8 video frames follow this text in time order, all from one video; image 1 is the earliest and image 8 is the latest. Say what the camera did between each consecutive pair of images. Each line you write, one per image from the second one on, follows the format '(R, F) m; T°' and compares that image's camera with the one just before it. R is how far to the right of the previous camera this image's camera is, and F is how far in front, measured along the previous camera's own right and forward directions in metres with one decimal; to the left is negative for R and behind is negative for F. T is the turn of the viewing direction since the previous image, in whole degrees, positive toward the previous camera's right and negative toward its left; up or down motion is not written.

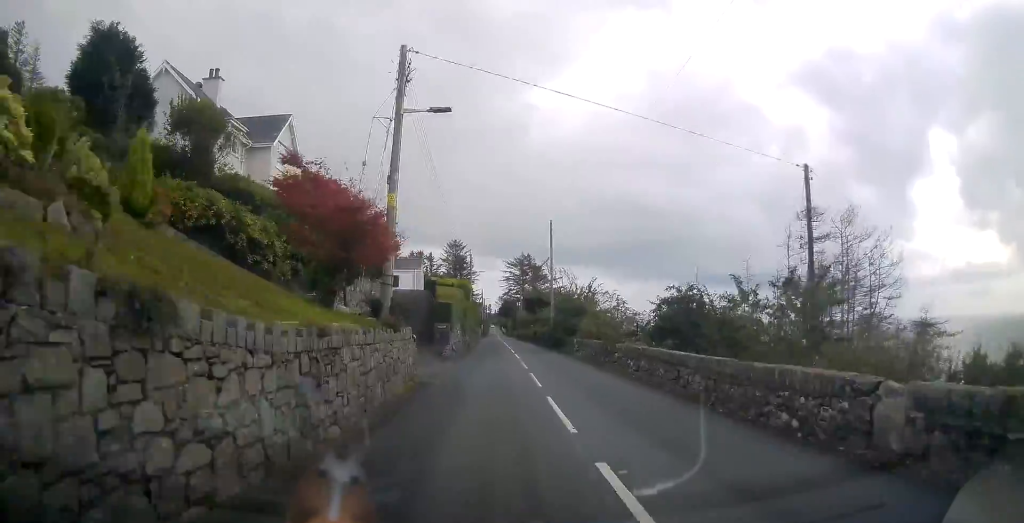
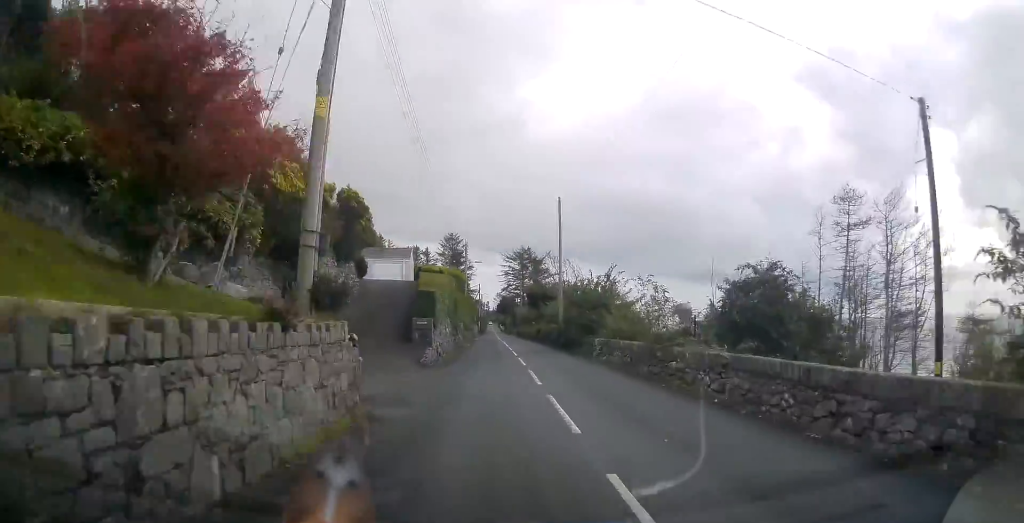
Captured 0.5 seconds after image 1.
(-0.1, +6.4) m; -1°
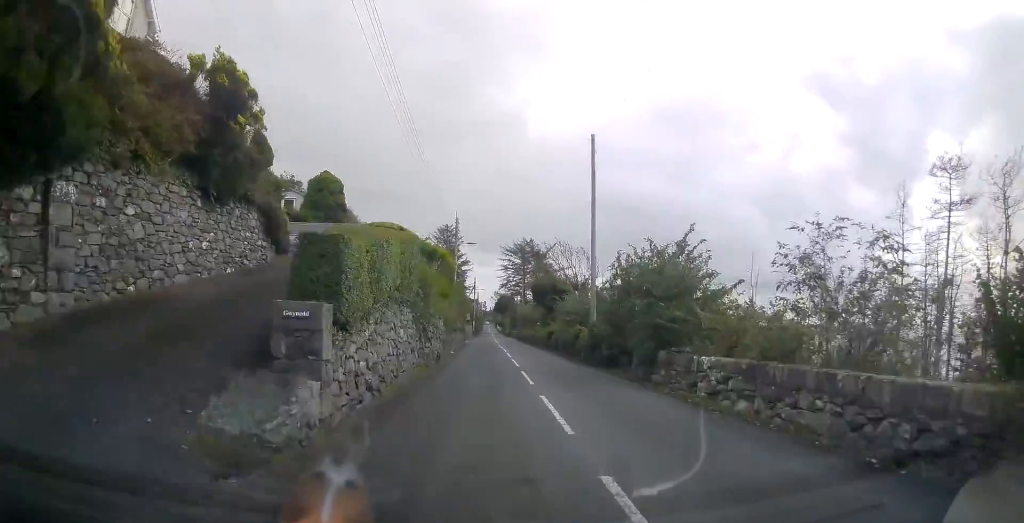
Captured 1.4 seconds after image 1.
(0.0, +12.1) m; 0°
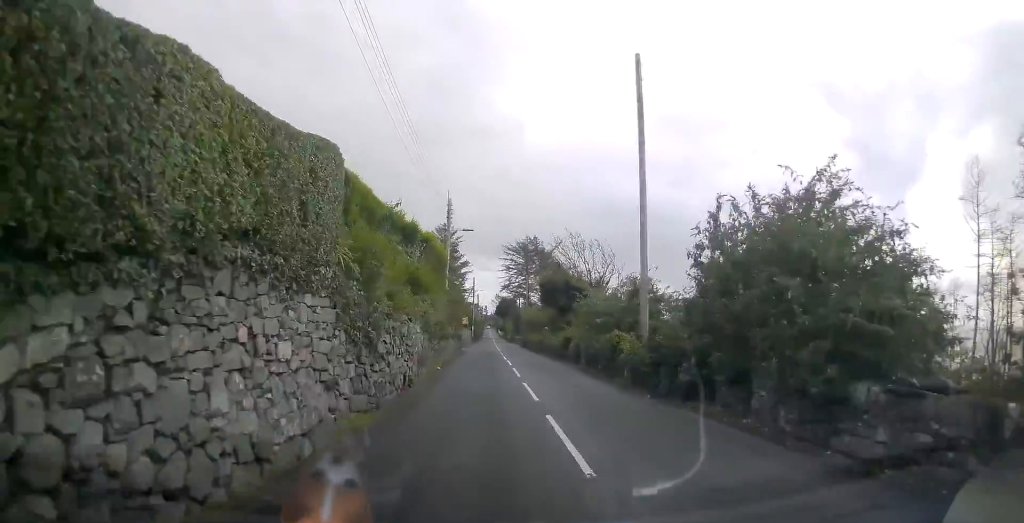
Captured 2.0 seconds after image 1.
(0.0, +7.9) m; 0°
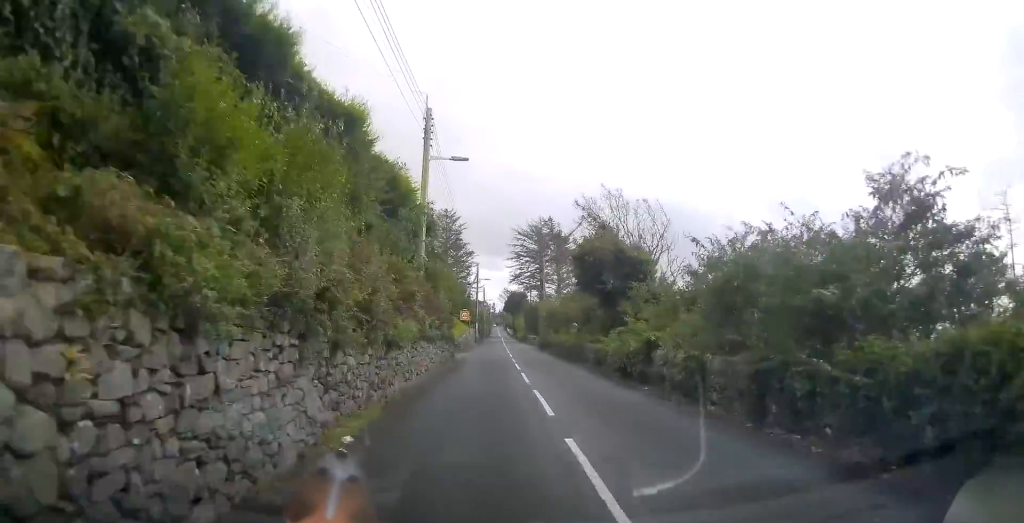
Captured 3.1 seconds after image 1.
(0.0, +14.2) m; 0°
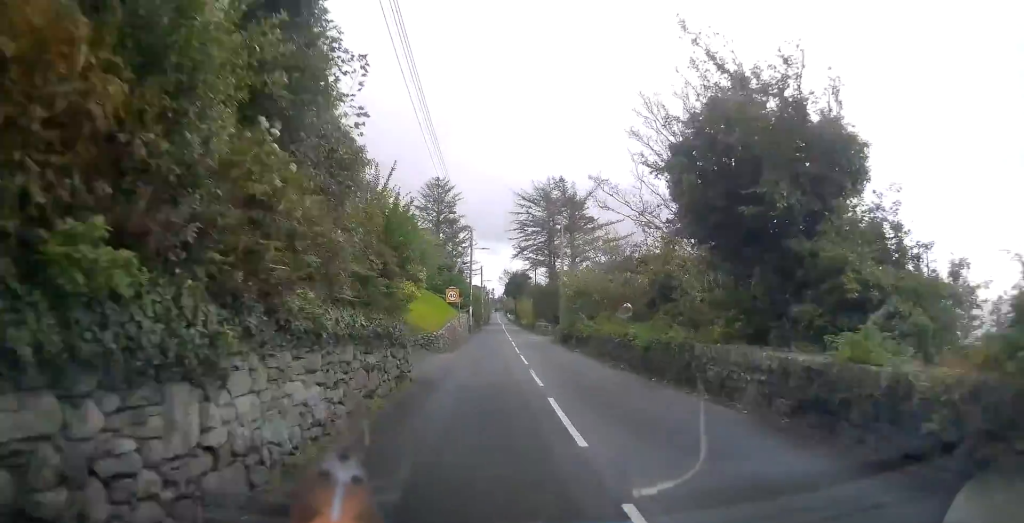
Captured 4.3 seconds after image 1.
(0.0, +15.1) m; 0°
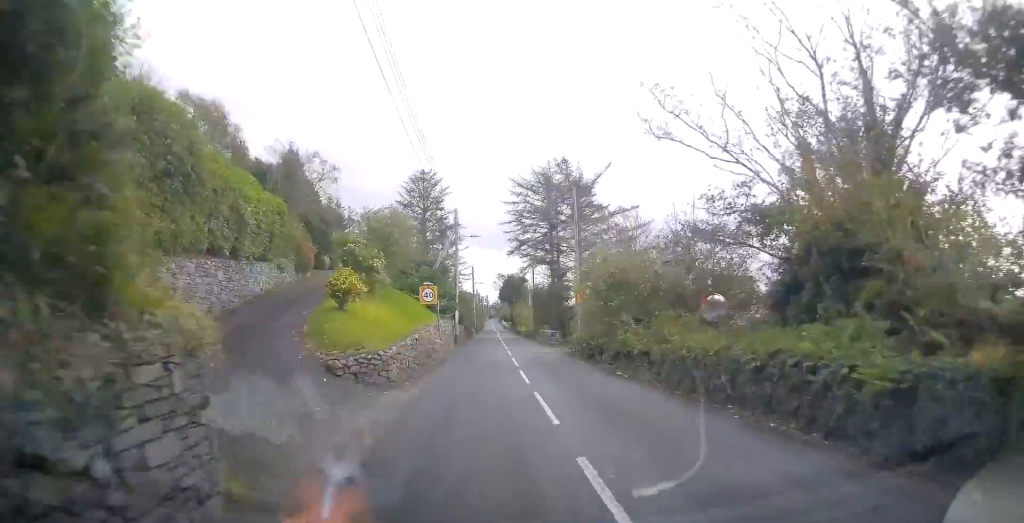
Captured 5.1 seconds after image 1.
(+0.1, +10.1) m; 0°
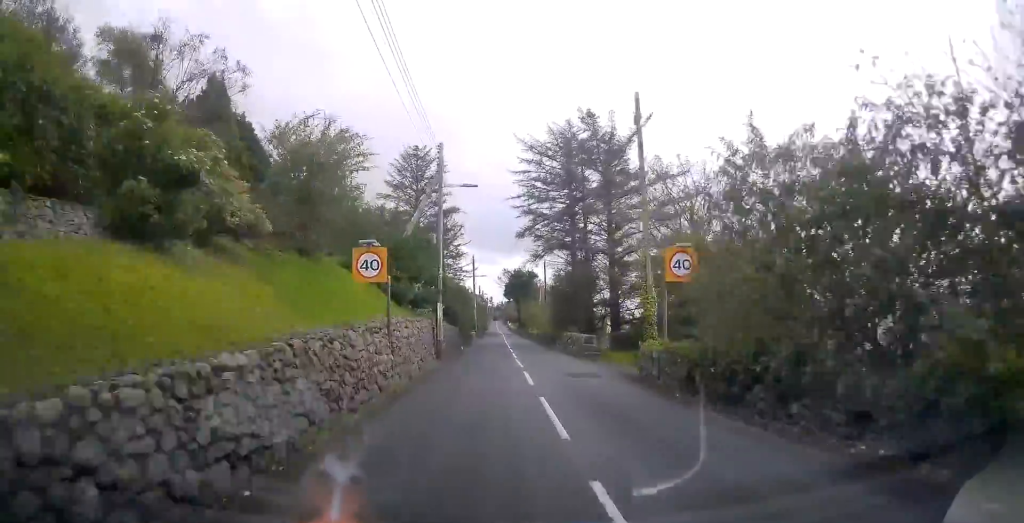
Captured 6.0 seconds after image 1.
(0.0, +13.2) m; 0°
